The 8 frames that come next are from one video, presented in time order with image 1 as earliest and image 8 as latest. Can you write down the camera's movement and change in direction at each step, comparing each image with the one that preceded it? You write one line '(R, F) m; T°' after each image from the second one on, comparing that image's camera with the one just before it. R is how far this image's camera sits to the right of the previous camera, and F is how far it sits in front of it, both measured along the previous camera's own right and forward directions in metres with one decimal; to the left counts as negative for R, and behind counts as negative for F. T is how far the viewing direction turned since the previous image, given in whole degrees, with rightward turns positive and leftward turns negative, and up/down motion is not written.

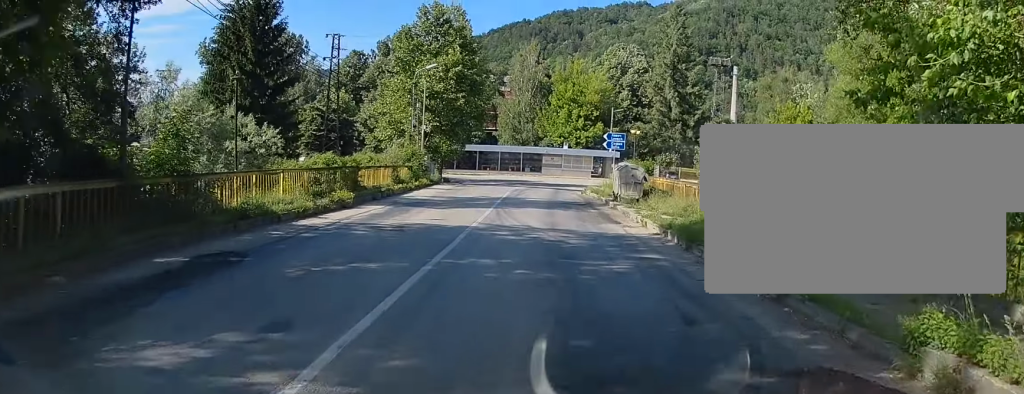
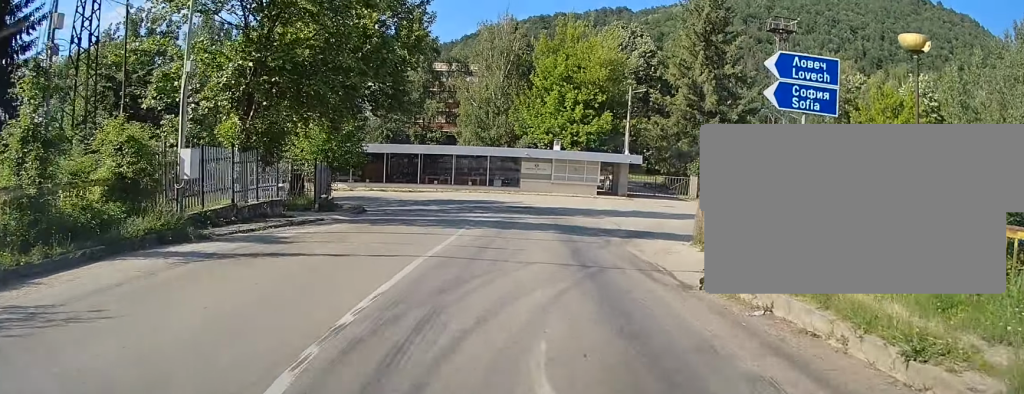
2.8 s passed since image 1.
(+0.7, +30.3) m; +3°
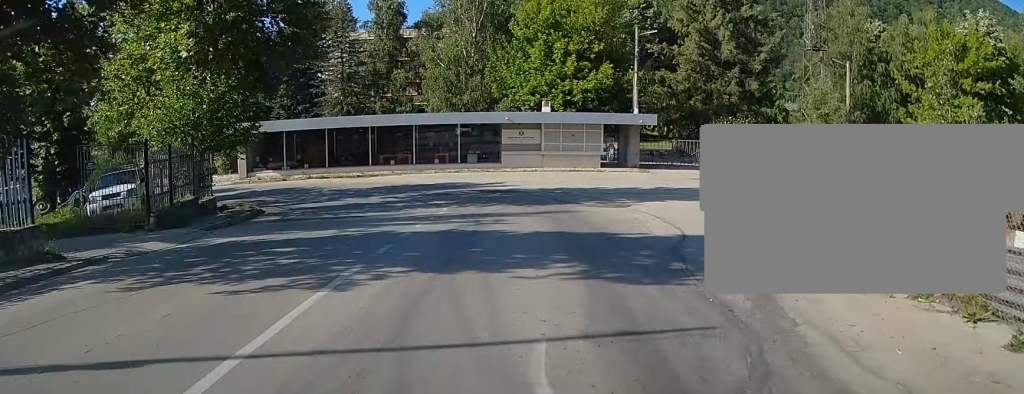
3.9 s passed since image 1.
(-0.1, +12.1) m; -1°
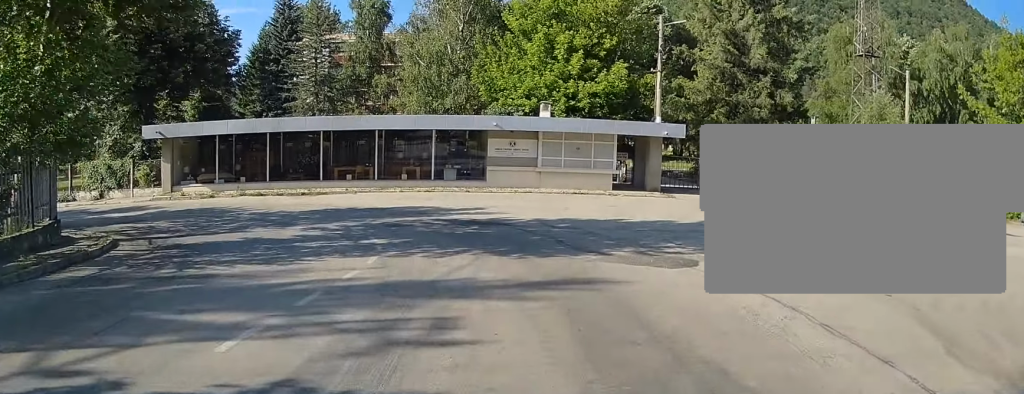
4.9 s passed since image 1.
(0.0, +8.9) m; -3°
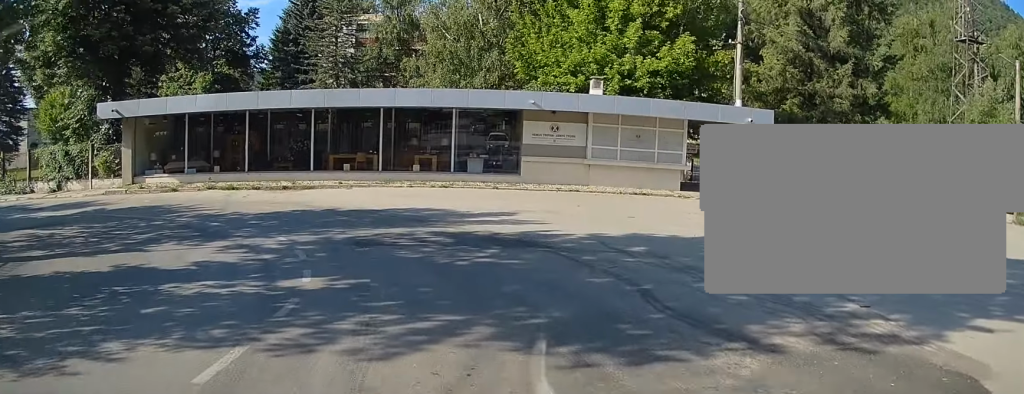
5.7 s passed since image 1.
(-0.2, +6.9) m; -5°
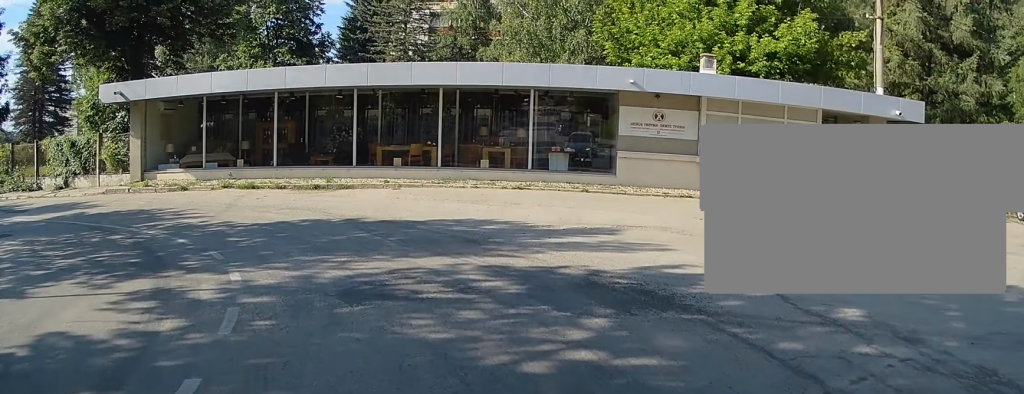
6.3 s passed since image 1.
(-0.4, +5.2) m; -5°
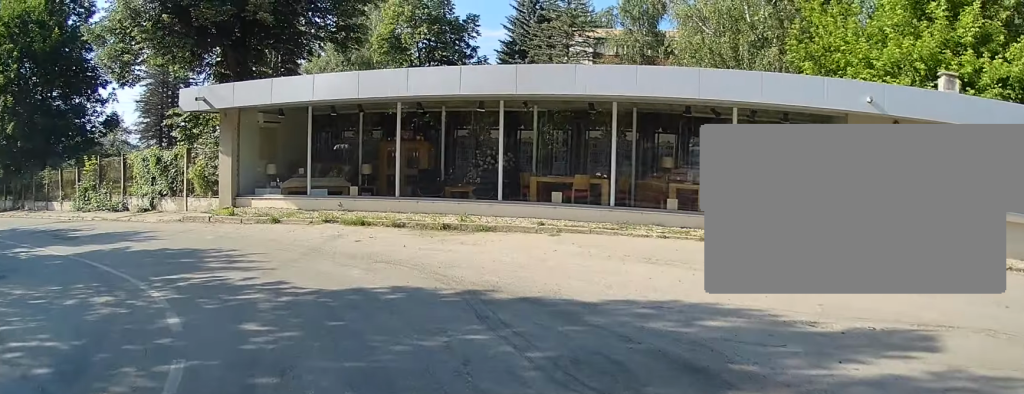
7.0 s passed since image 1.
(-0.1, +4.9) m; -12°
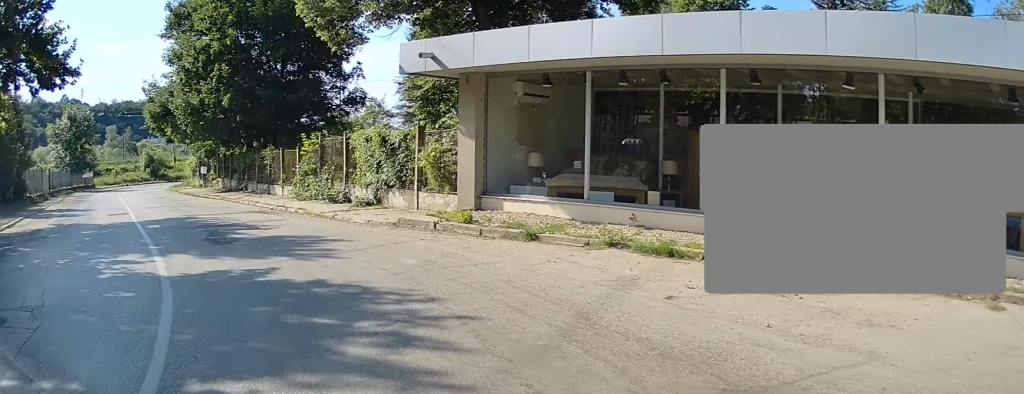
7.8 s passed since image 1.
(-0.9, +5.6) m; -20°
